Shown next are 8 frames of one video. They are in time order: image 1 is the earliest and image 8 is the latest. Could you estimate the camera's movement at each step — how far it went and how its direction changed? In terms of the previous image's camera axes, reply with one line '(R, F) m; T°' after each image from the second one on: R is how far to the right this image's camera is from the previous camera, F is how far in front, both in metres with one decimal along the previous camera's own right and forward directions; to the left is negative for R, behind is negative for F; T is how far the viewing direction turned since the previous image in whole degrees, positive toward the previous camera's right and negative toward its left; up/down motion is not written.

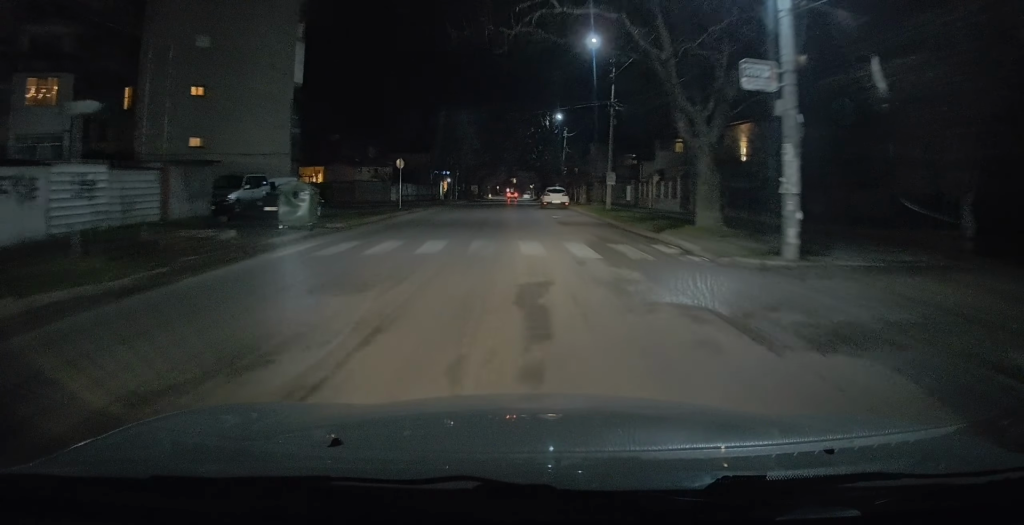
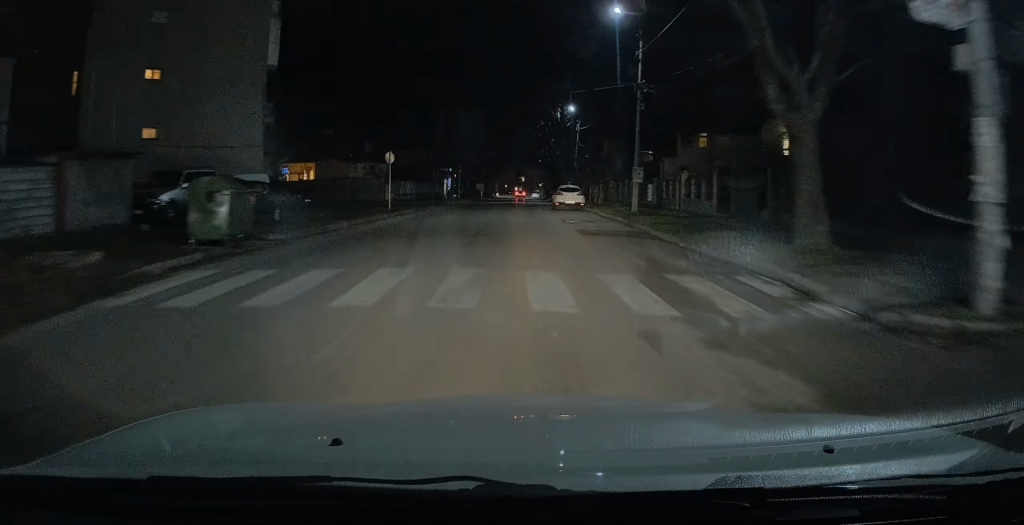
(-0.1, +5.5) m; 0°
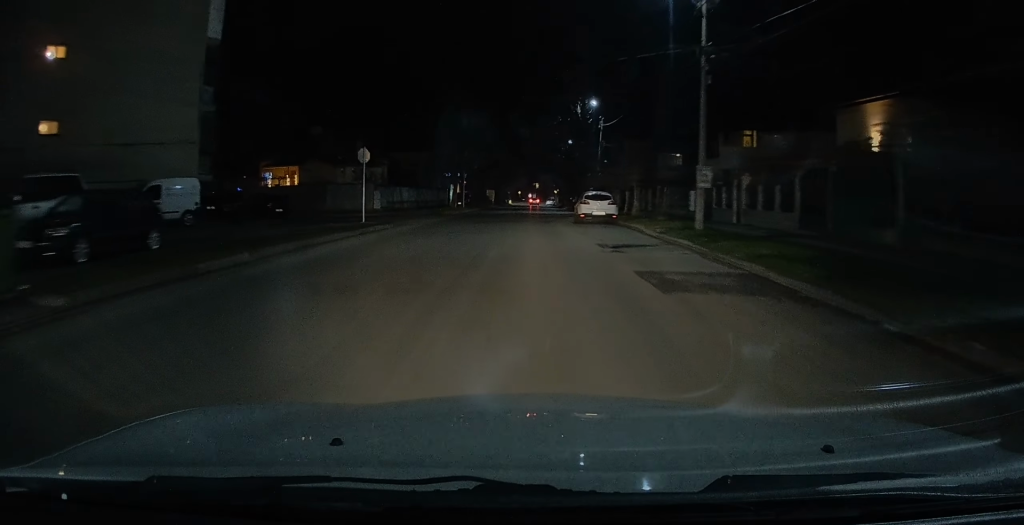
(0.0, +8.4) m; 0°
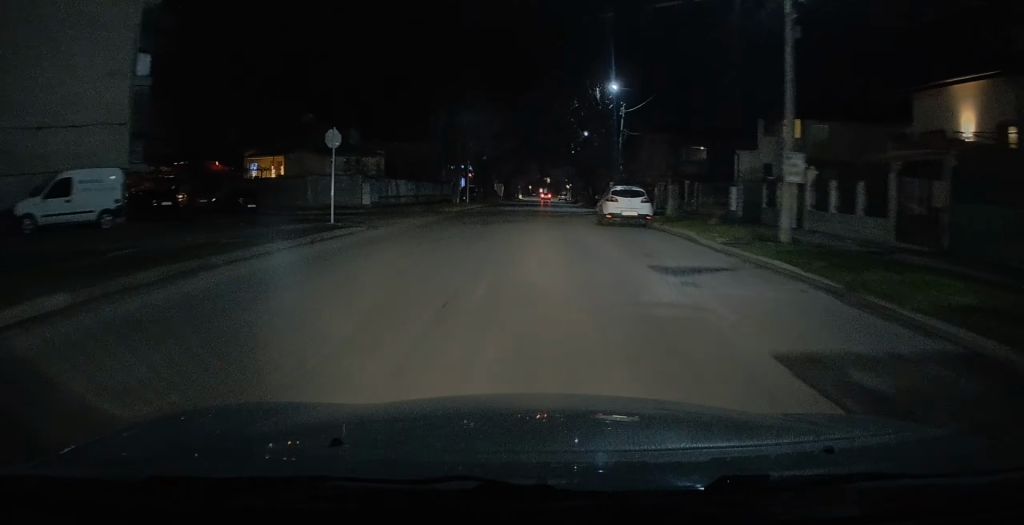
(0.0, +5.8) m; 0°
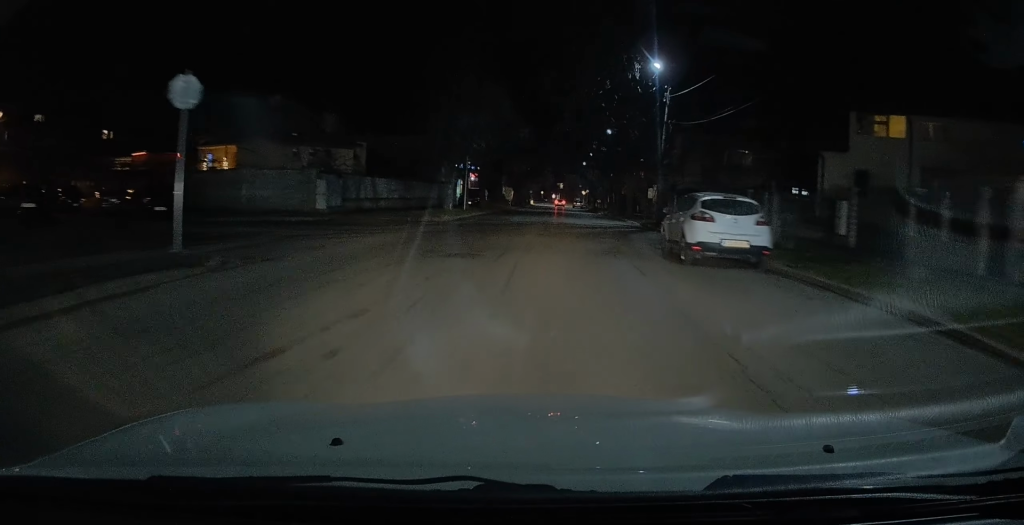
(0.0, +10.3) m; 0°
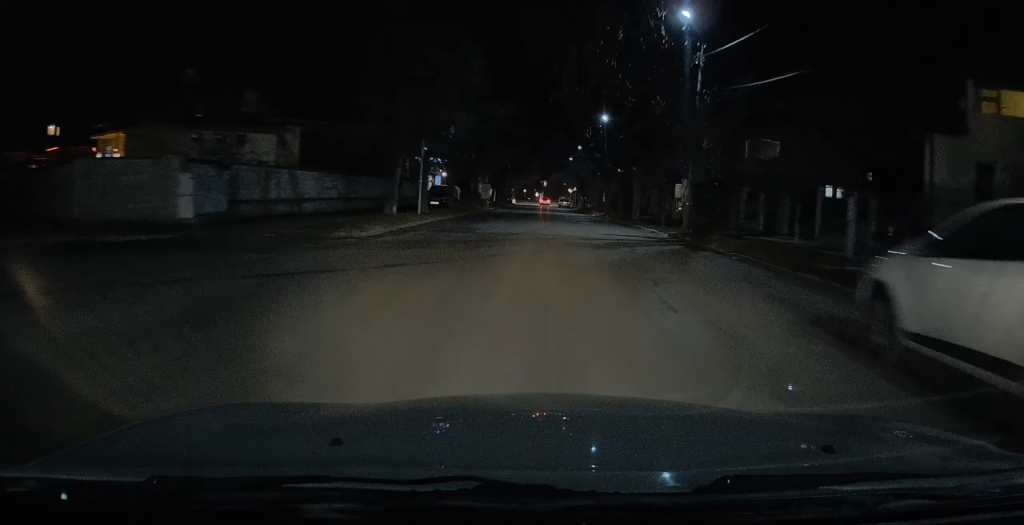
(0.0, +10.2) m; 0°
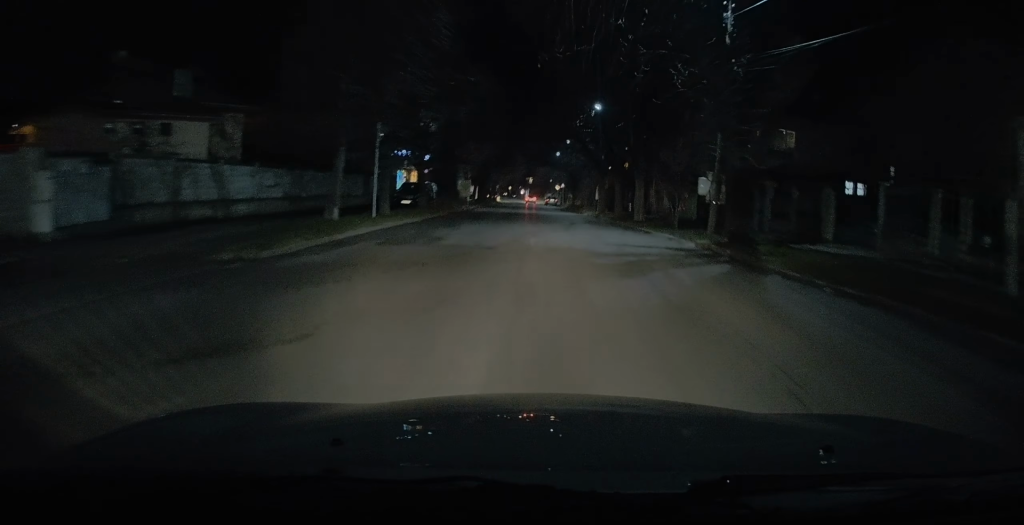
(+0.1, +5.7) m; 0°
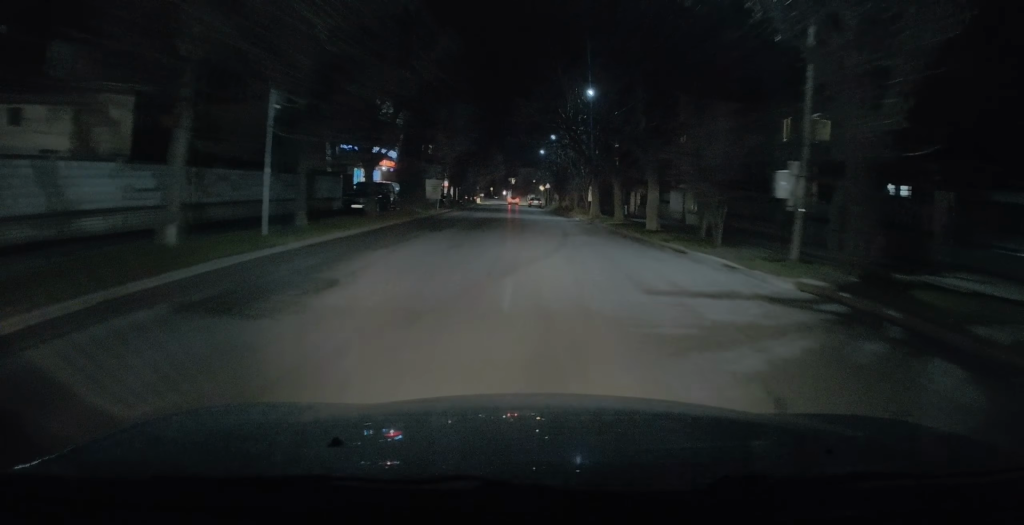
(0.0, +8.0) m; 0°
